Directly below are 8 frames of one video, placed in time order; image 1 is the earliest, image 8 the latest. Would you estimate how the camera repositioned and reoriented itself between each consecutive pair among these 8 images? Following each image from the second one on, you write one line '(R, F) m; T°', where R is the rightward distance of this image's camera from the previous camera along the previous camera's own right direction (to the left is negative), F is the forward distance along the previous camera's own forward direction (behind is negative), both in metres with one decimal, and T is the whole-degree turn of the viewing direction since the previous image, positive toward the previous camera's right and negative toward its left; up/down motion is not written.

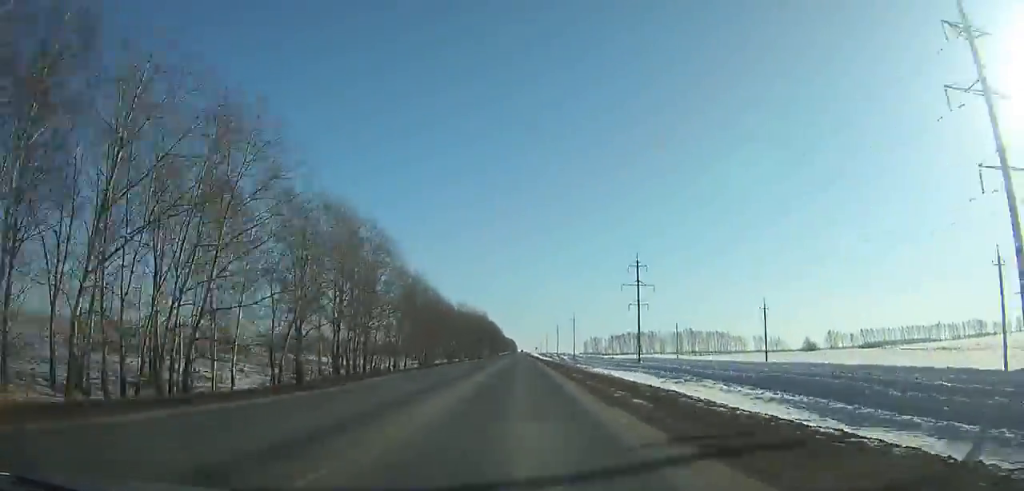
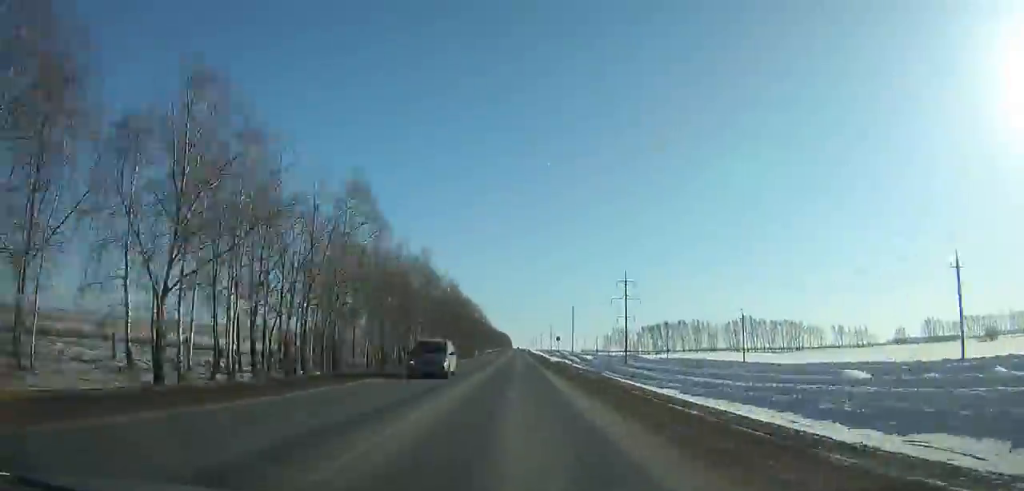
(-0.3, +143.3) m; 0°
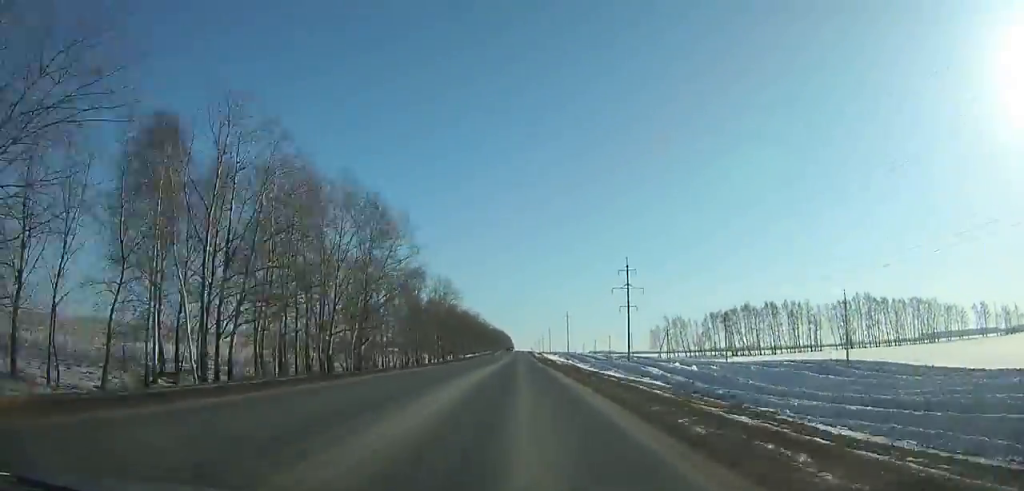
(0.0, +128.8) m; 0°
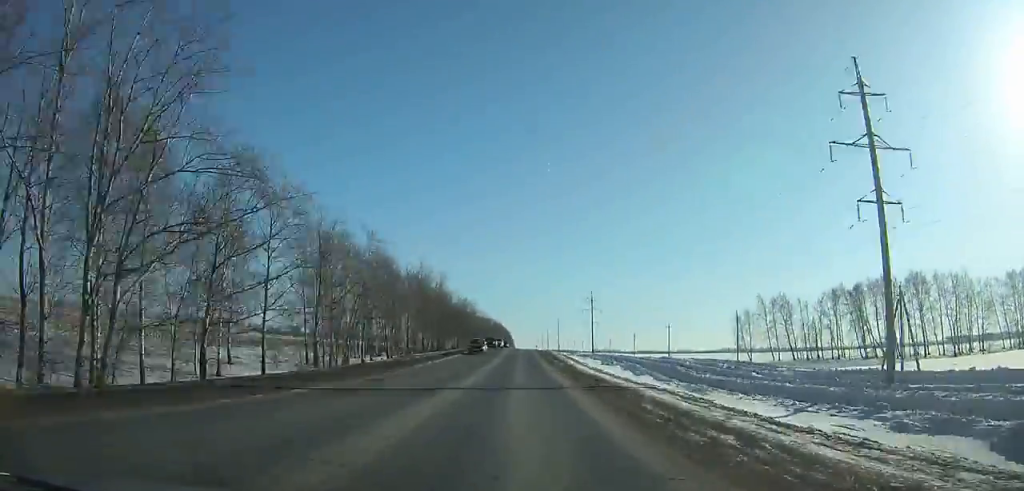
(0.0, +95.8) m; 0°
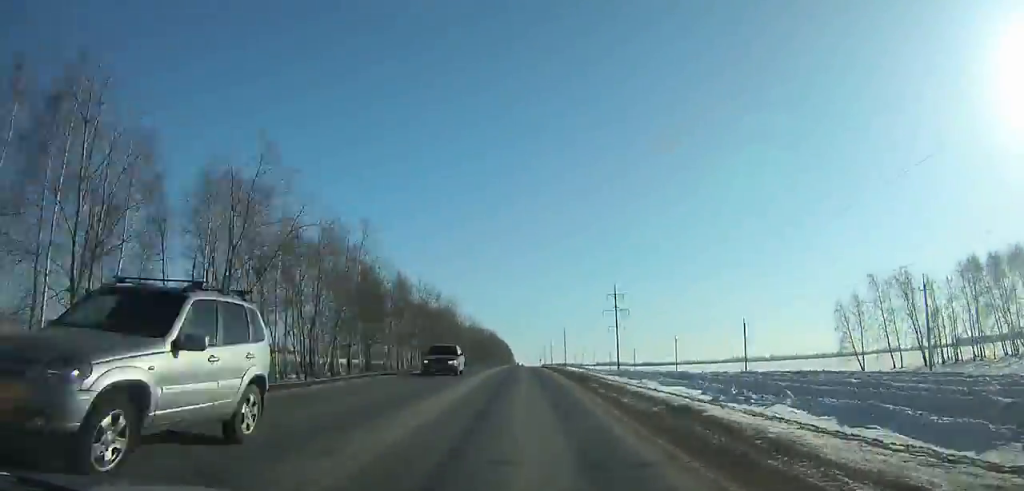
(+0.1, +51.0) m; 0°
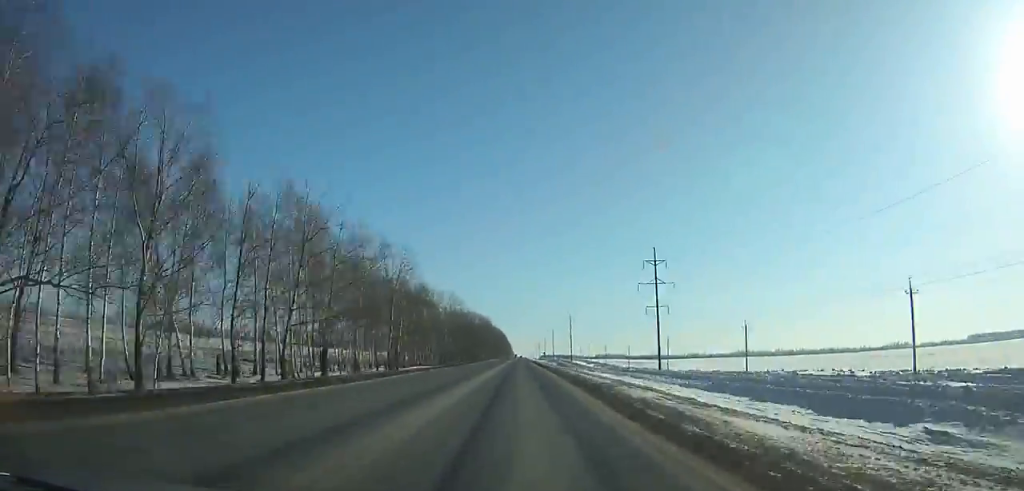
(0.0, +45.4) m; 0°
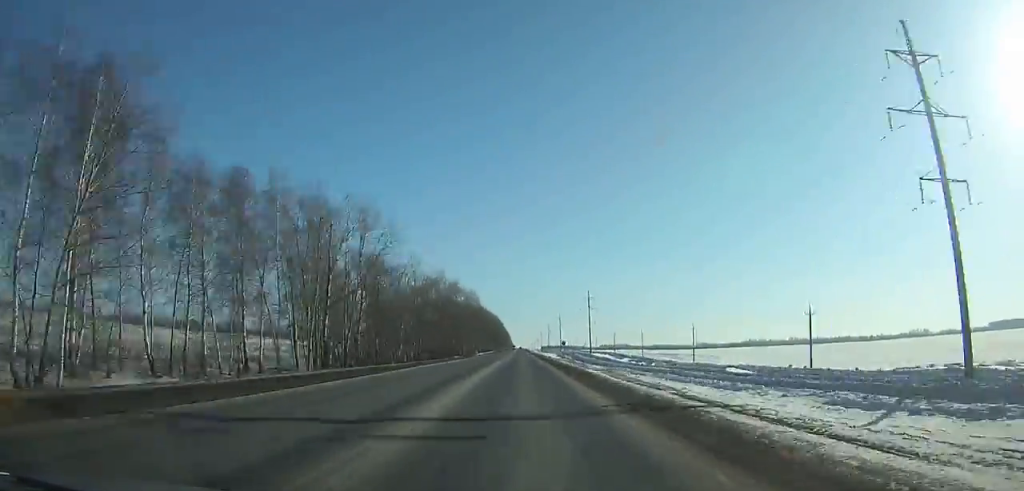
(0.0, +74.1) m; 0°
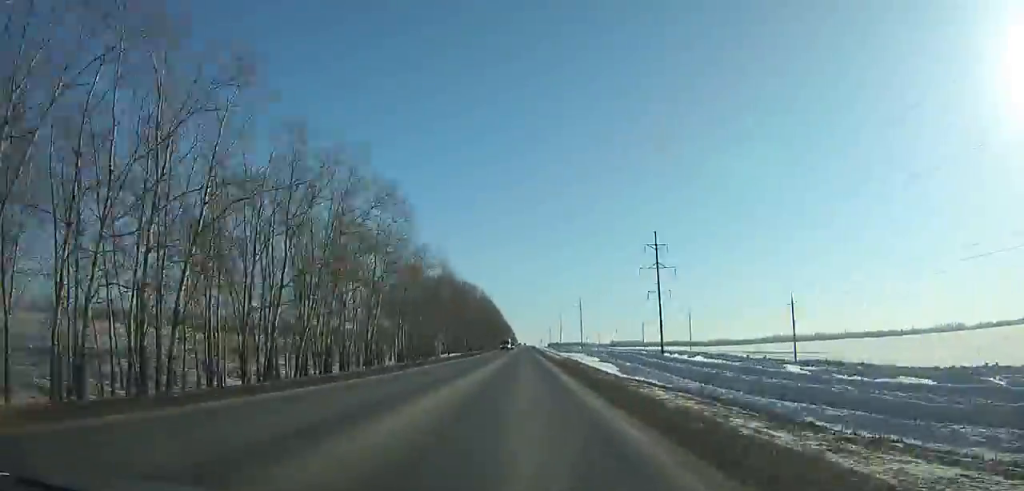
(-0.1, +97.9) m; 0°
